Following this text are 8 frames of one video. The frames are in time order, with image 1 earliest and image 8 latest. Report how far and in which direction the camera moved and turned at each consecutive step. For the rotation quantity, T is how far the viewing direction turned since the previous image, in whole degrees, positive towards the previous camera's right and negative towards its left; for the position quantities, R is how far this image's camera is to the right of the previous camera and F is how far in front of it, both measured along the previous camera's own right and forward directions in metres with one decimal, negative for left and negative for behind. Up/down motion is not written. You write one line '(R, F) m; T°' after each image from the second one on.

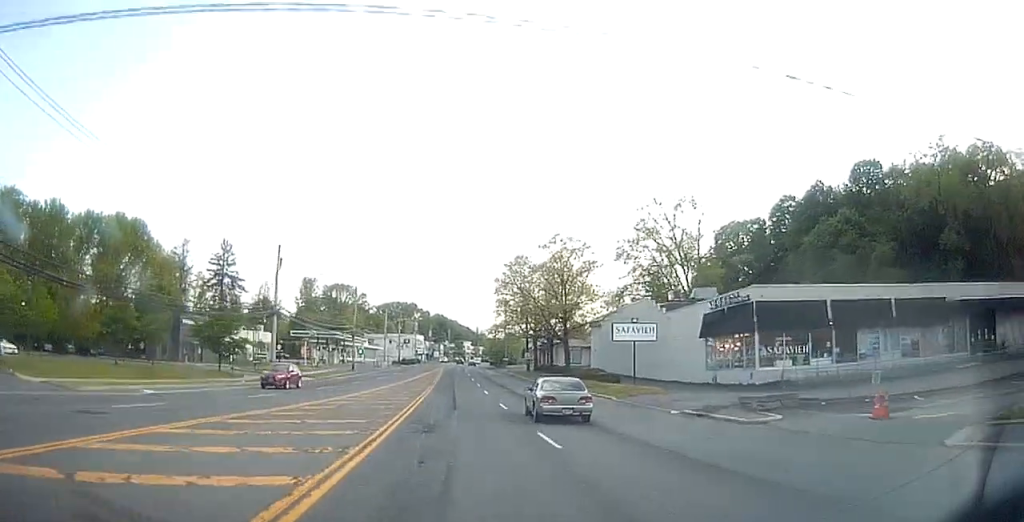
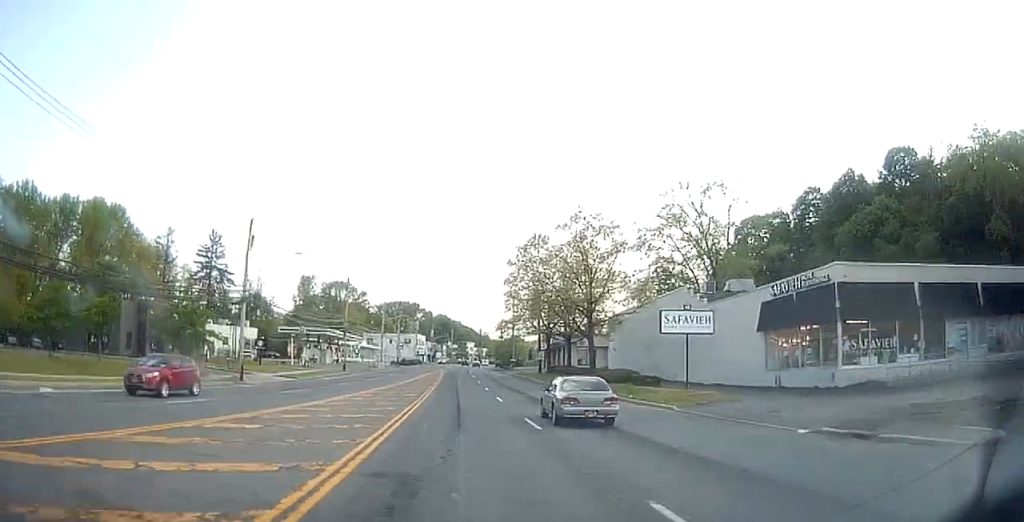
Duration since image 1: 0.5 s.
(+0.1, +9.2) m; +1°
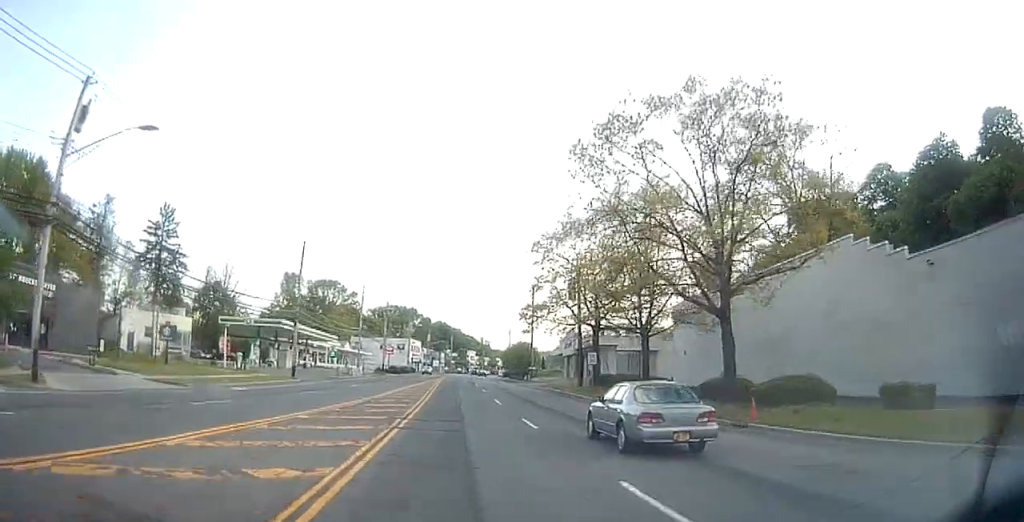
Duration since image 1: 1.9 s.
(+0.4, +24.3) m; 0°
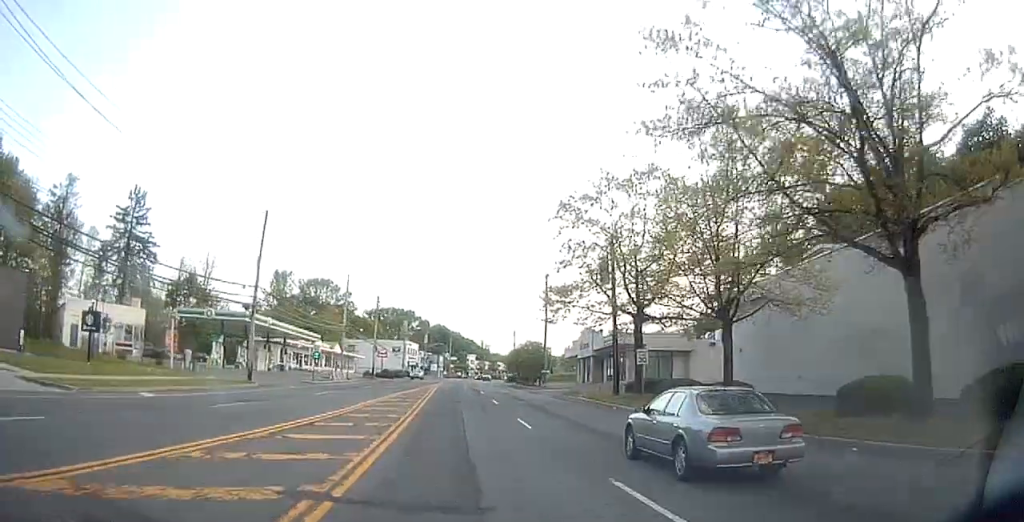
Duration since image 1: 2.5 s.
(-0.3, +11.3) m; 0°
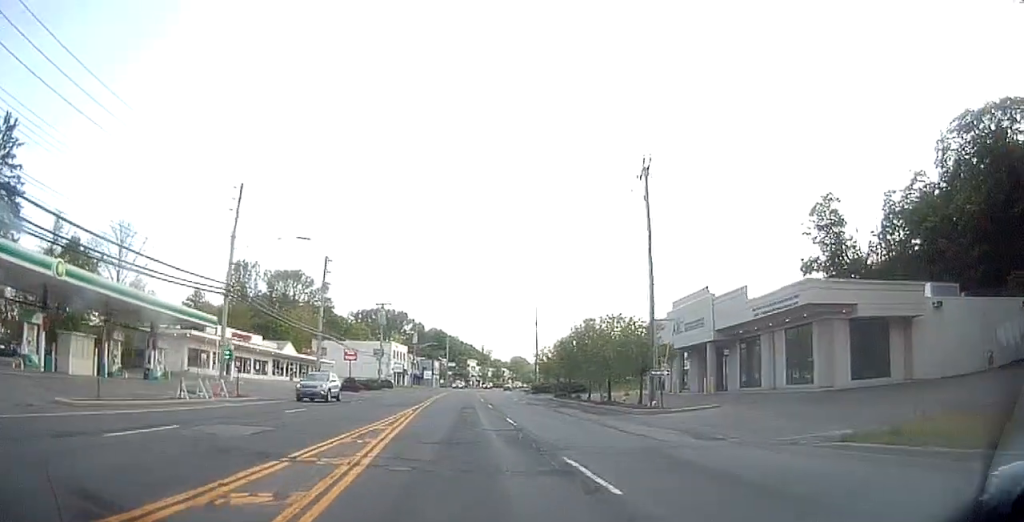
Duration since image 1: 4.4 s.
(+0.3, +35.1) m; +1°
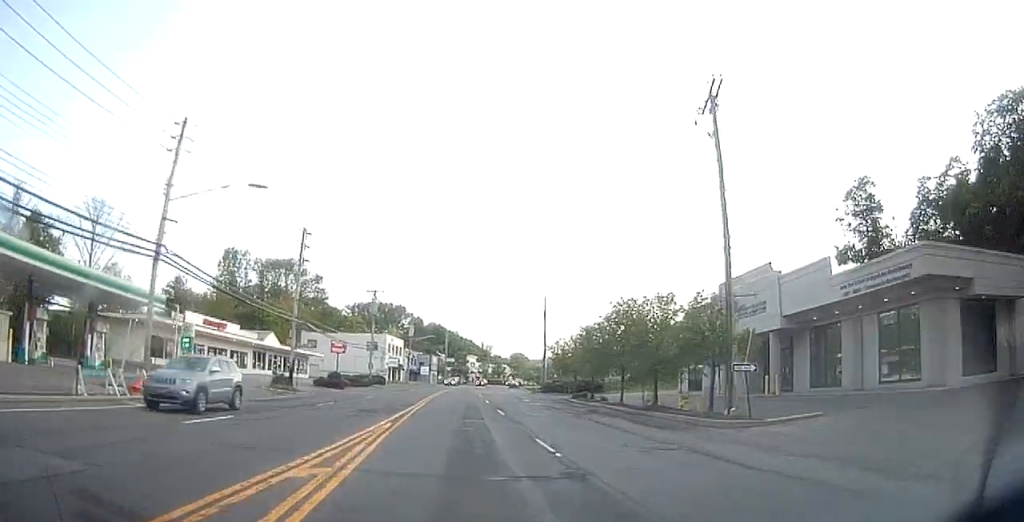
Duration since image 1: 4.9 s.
(-0.1, +8.6) m; 0°
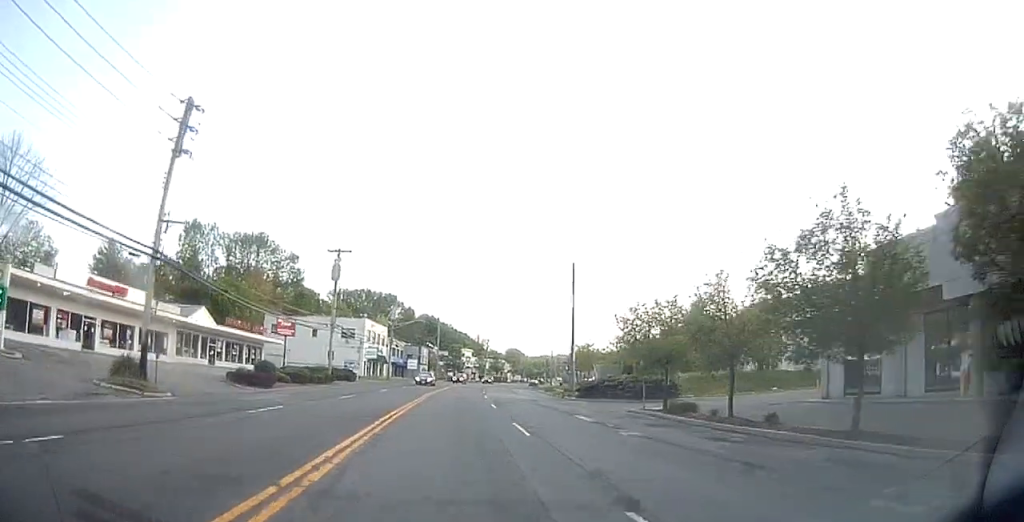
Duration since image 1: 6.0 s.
(+0.2, +22.0) m; 0°
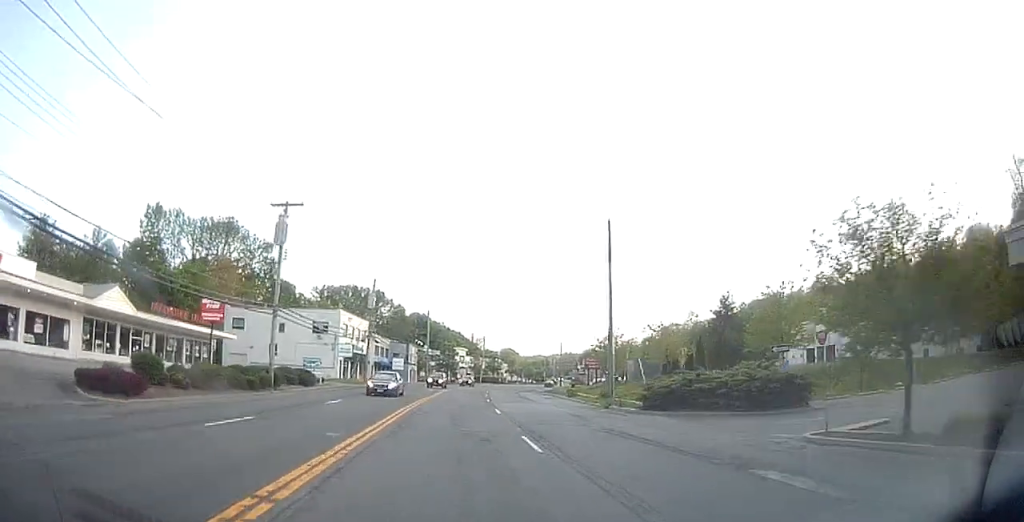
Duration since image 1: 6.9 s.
(-0.2, +16.1) m; +1°
